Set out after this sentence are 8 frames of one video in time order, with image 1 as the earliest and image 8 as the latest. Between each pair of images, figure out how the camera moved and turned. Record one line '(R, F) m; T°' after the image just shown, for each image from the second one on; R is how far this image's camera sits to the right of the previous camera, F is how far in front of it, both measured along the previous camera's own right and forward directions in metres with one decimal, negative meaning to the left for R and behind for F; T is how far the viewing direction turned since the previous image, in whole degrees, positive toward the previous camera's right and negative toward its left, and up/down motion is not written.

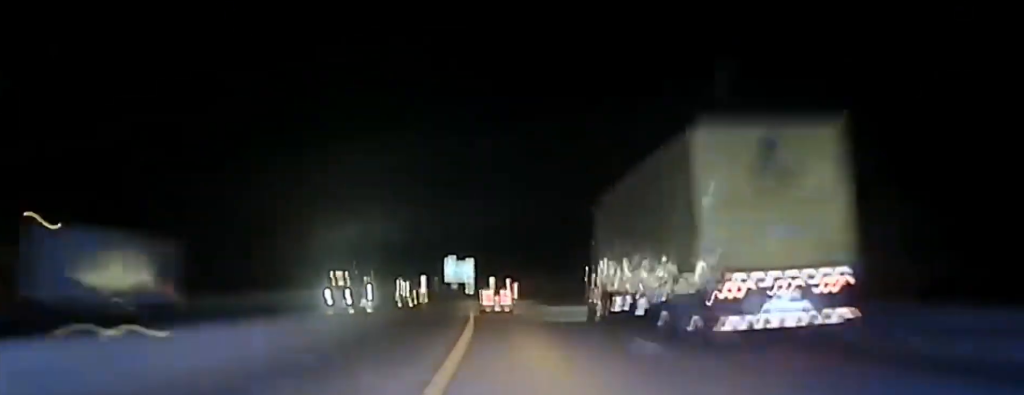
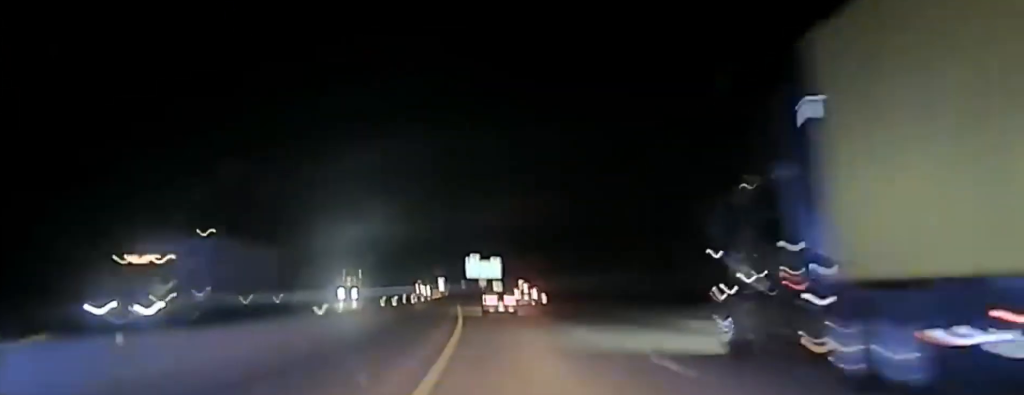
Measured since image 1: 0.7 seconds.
(-0.5, +39.7) m; -2°
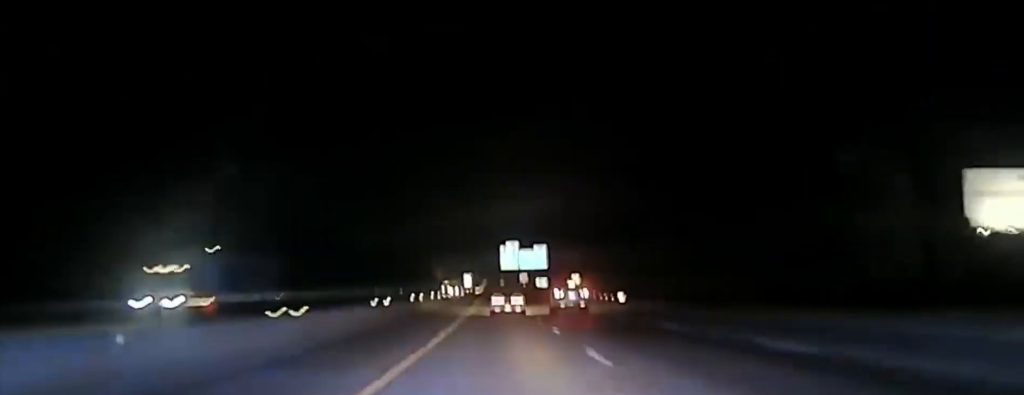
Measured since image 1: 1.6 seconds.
(-1.3, +58.0) m; -2°
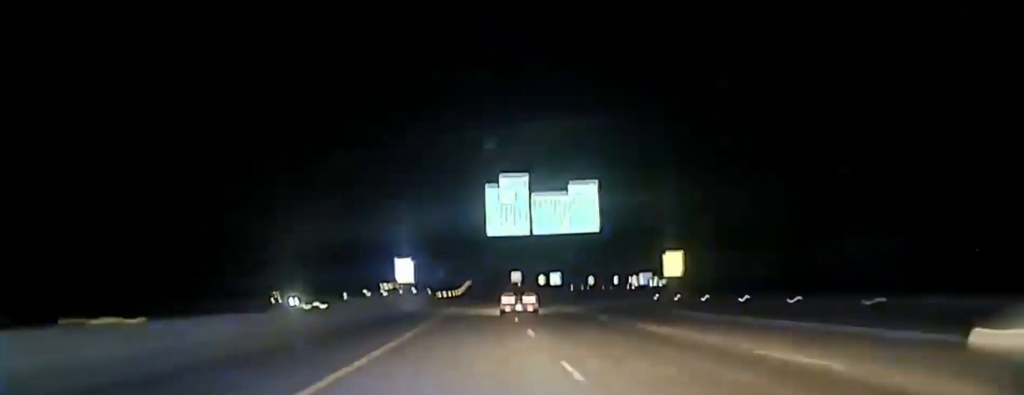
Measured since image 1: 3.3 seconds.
(-0.8, +100.8) m; 0°
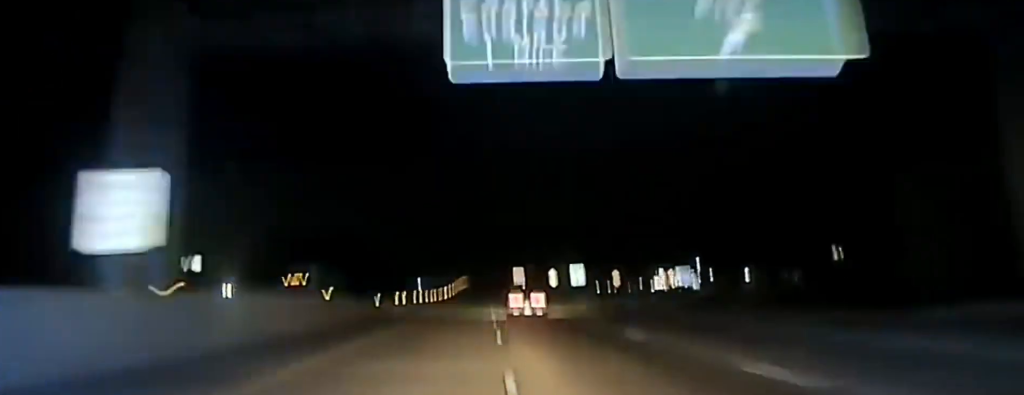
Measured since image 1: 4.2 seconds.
(+0.4, +52.9) m; 0°
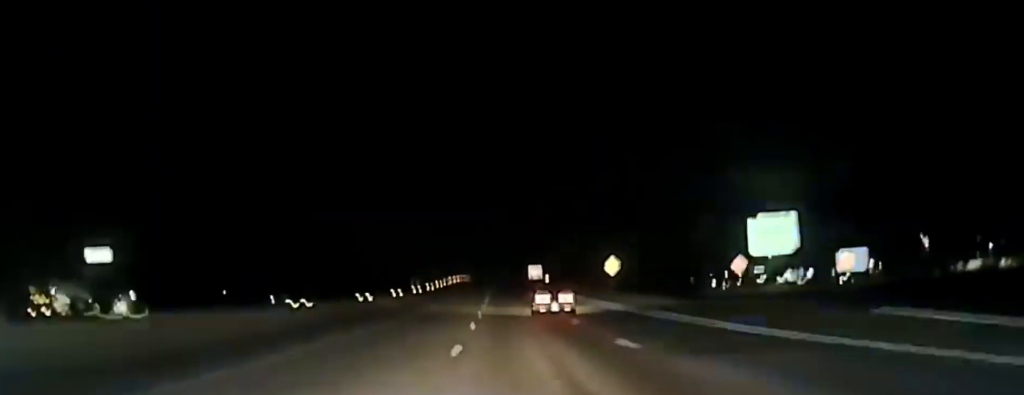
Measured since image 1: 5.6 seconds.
(-0.2, +88.2) m; 0°
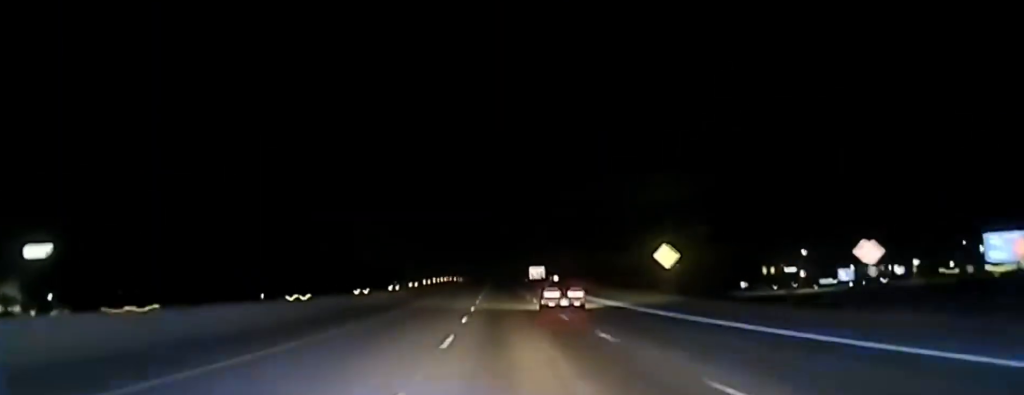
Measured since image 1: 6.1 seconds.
(0.0, +33.0) m; 0°
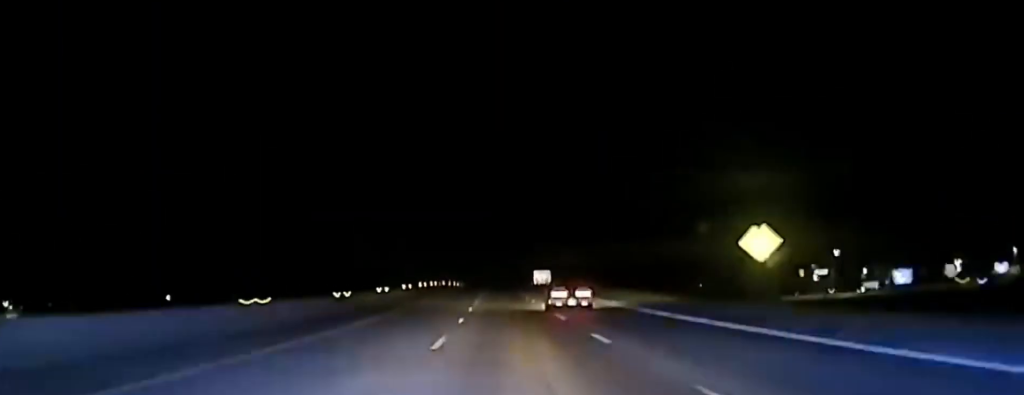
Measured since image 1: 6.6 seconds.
(0.0, +26.8) m; 0°
